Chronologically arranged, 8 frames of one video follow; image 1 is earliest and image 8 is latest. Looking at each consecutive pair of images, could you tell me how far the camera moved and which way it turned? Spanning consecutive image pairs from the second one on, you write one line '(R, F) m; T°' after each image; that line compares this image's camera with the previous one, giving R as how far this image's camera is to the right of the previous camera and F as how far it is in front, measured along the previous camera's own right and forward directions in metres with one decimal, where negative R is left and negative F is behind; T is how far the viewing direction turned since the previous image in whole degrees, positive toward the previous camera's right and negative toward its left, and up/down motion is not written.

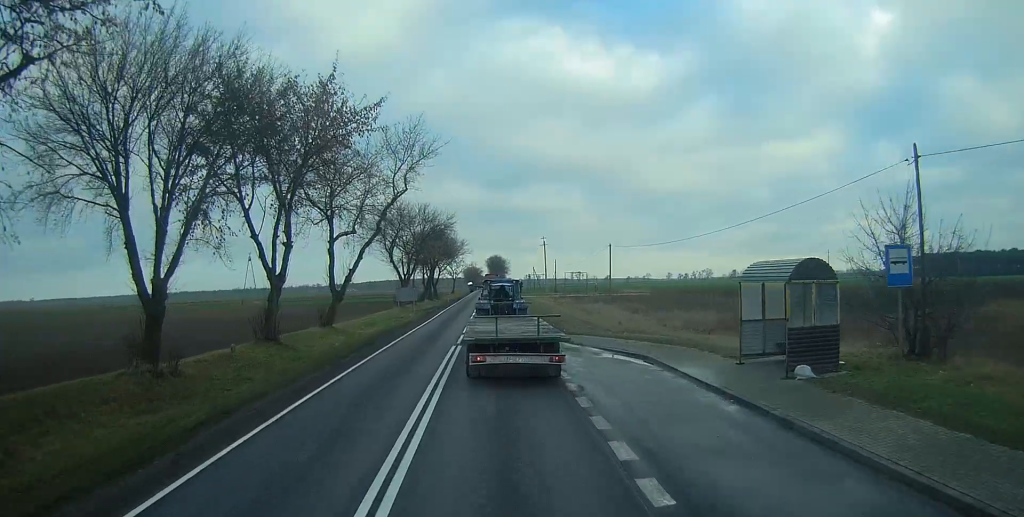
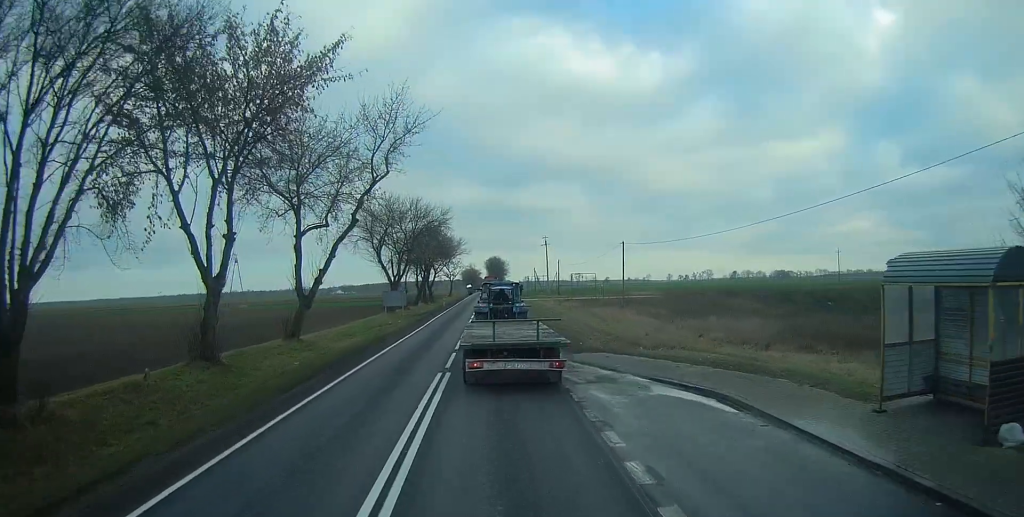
(0.0, +6.9) m; 0°
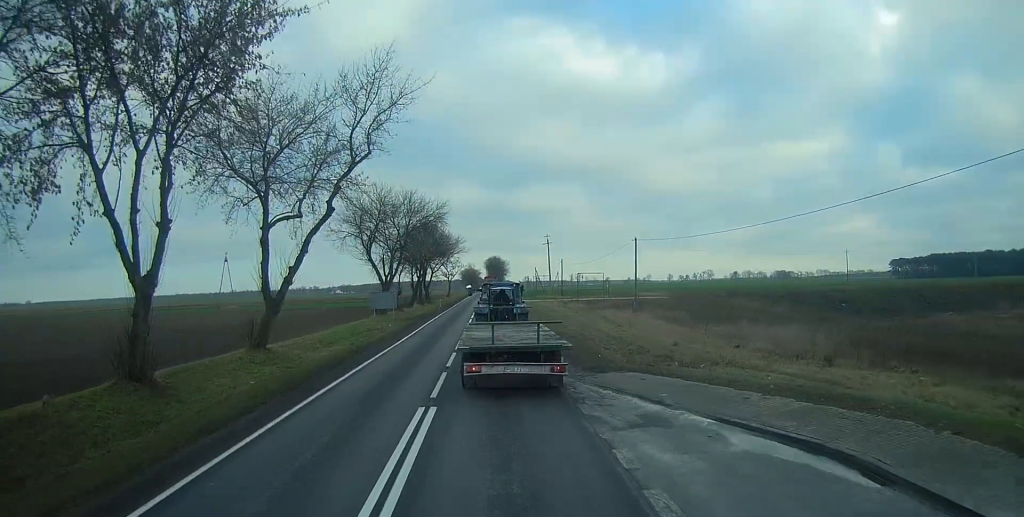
(0.0, +5.1) m; 0°
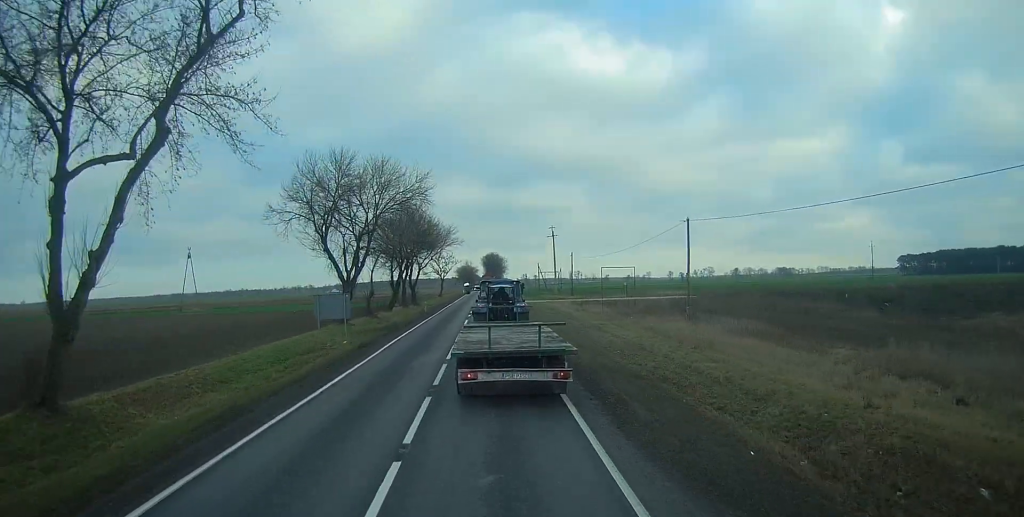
(0.0, +15.1) m; 0°
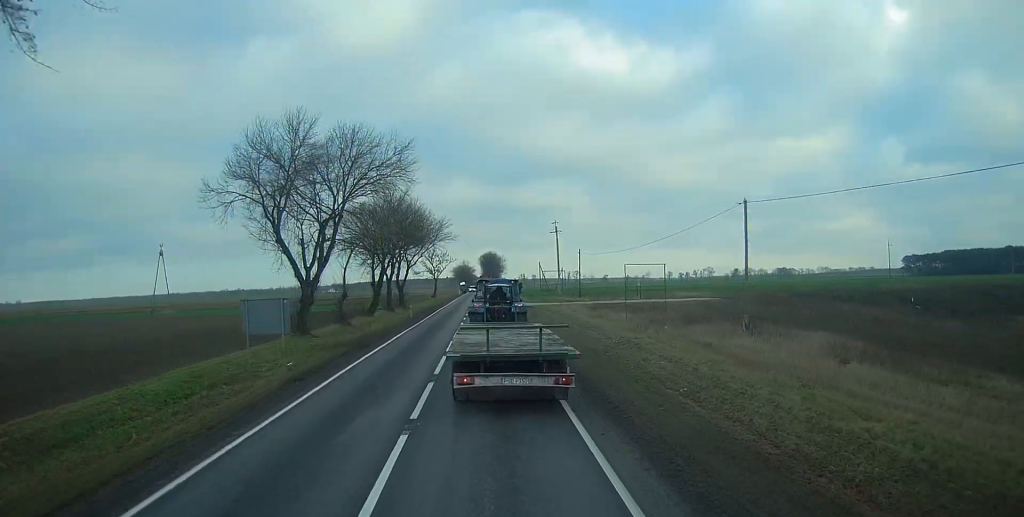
(0.0, +9.6) m; +1°
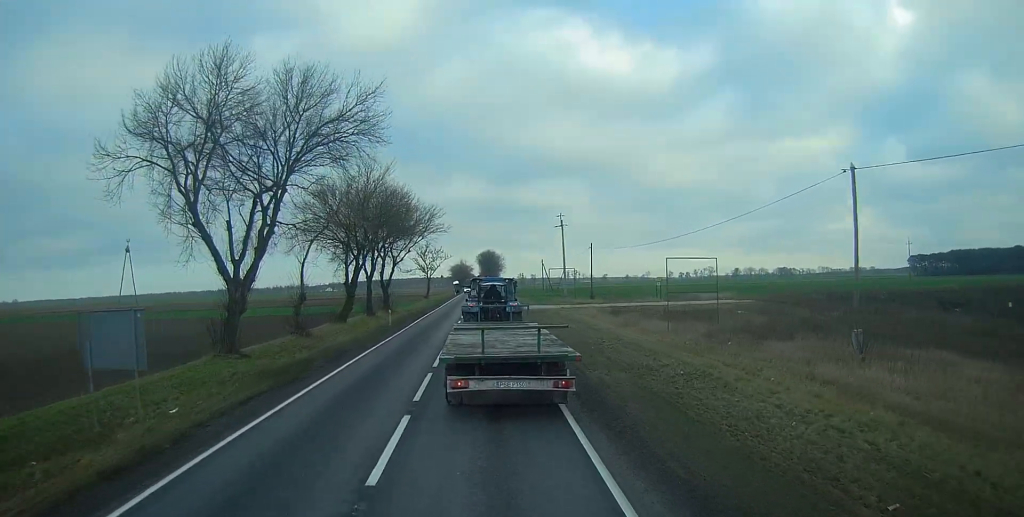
(+0.1, +10.1) m; +1°
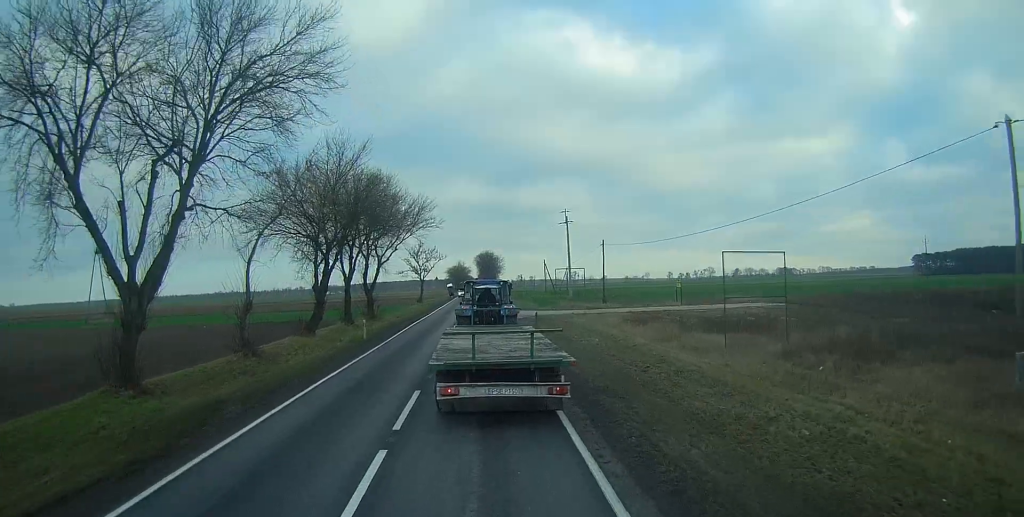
(+0.1, +8.0) m; 0°
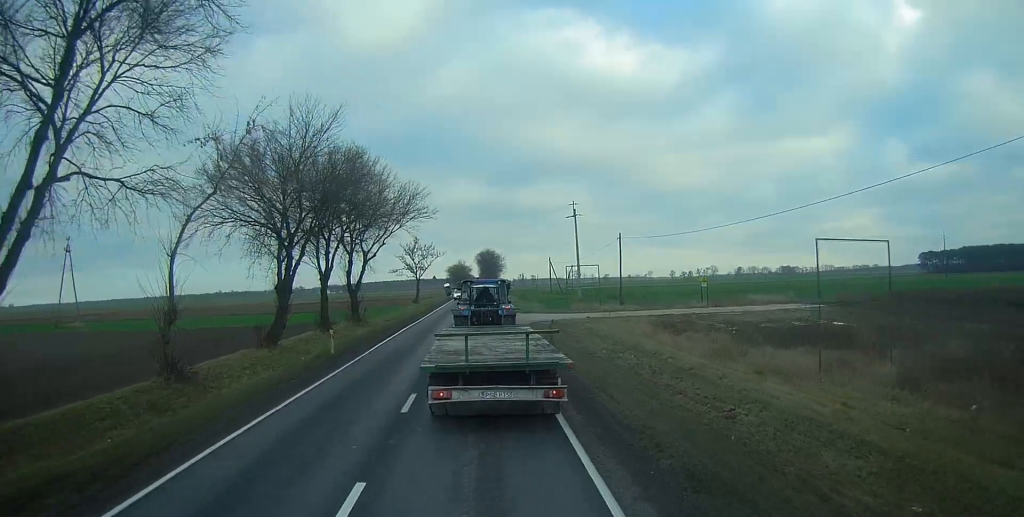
(-0.1, +7.2) m; 0°
